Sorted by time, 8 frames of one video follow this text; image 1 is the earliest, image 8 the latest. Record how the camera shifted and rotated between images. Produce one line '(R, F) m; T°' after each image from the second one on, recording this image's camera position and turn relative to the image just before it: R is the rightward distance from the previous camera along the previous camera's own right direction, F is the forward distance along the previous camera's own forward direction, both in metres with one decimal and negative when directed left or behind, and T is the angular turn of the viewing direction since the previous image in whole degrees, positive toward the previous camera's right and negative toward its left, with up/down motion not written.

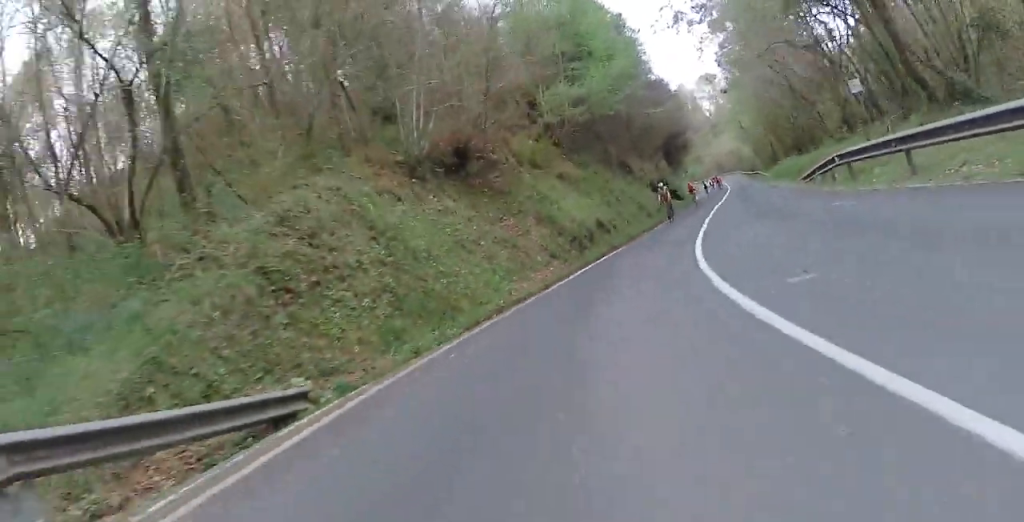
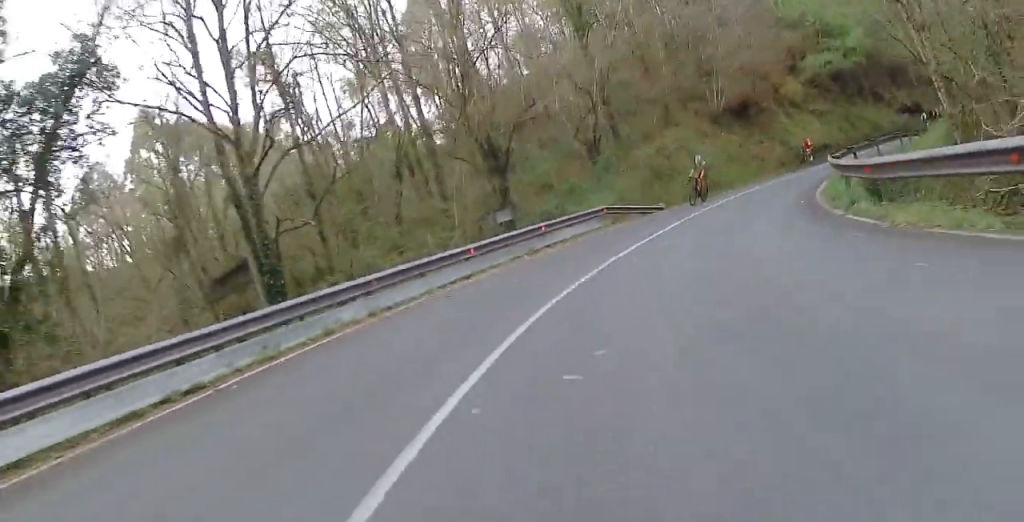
(-2.7, +17.2) m; -43°
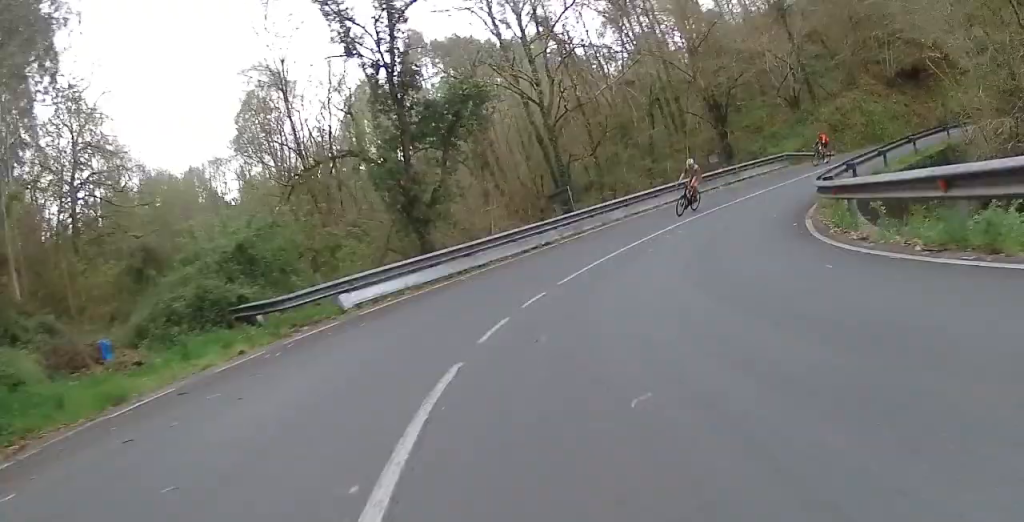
(-4.6, +10.7) m; -30°
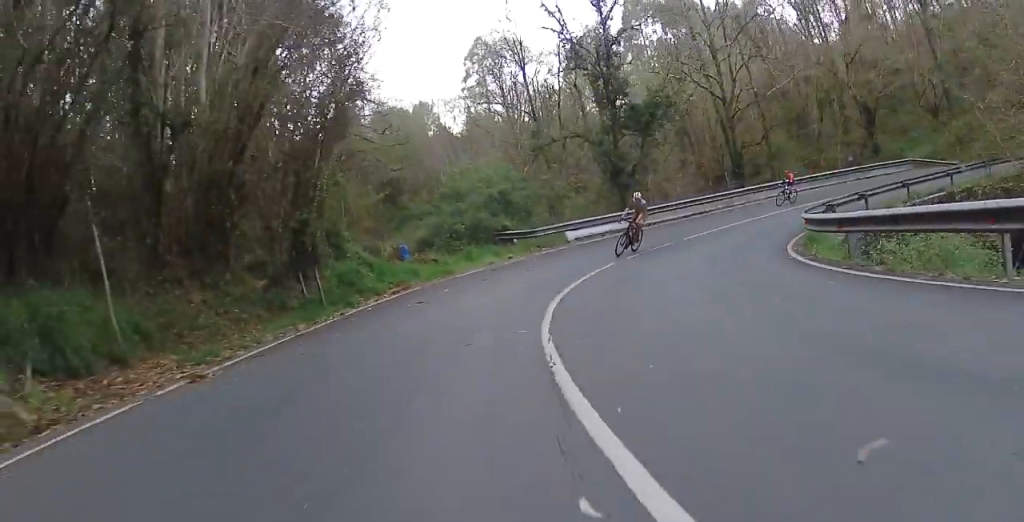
(-1.5, +10.0) m; -22°
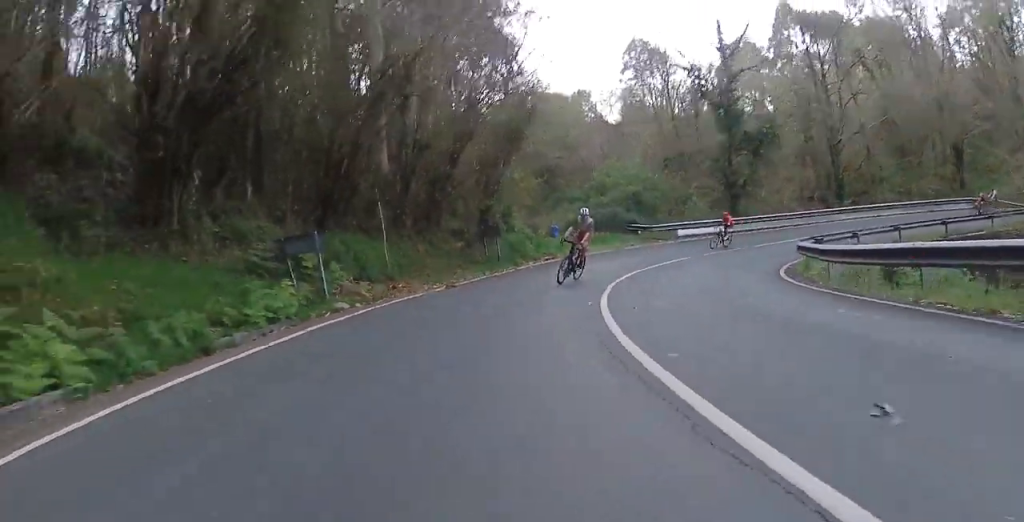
(-1.6, +7.9) m; -15°
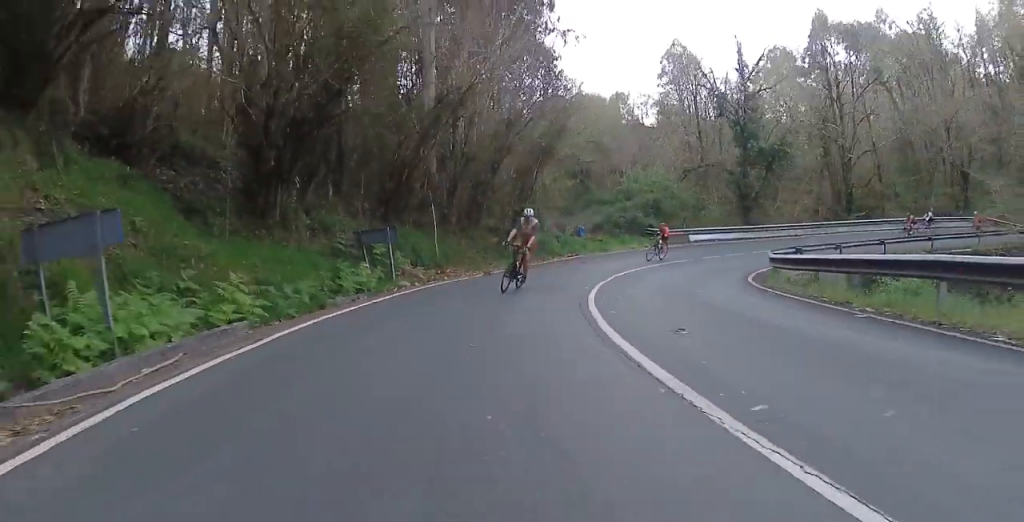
(-0.2, +4.0) m; -2°
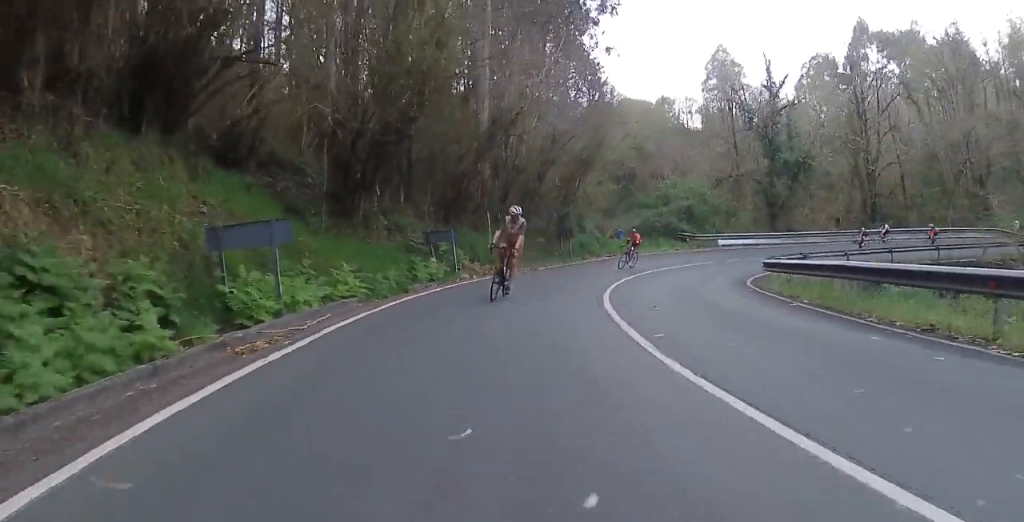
(0.0, +3.7) m; -1°
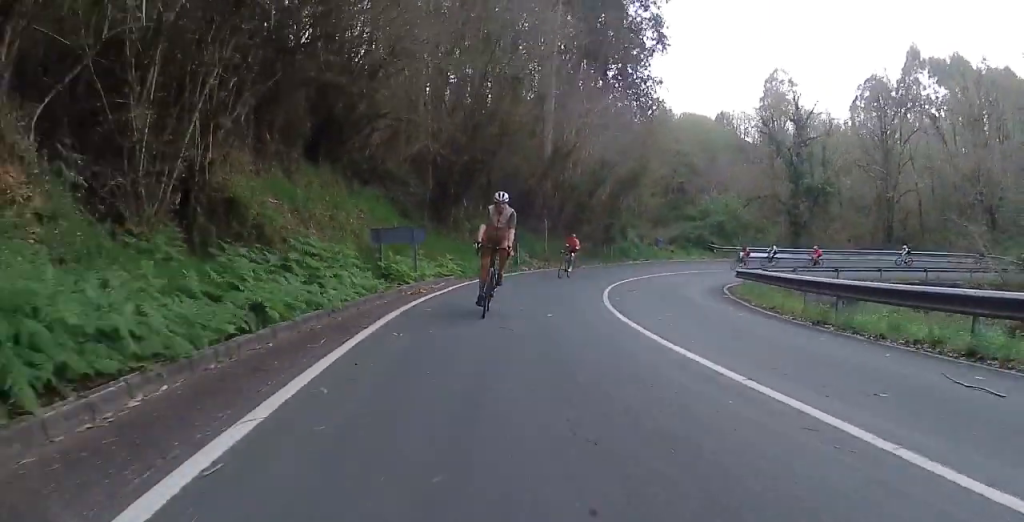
(-0.2, +6.9) m; -14°
